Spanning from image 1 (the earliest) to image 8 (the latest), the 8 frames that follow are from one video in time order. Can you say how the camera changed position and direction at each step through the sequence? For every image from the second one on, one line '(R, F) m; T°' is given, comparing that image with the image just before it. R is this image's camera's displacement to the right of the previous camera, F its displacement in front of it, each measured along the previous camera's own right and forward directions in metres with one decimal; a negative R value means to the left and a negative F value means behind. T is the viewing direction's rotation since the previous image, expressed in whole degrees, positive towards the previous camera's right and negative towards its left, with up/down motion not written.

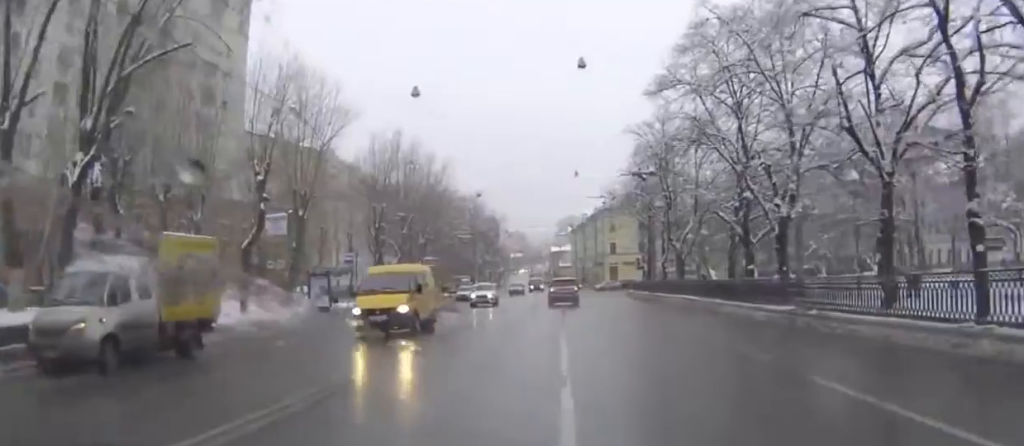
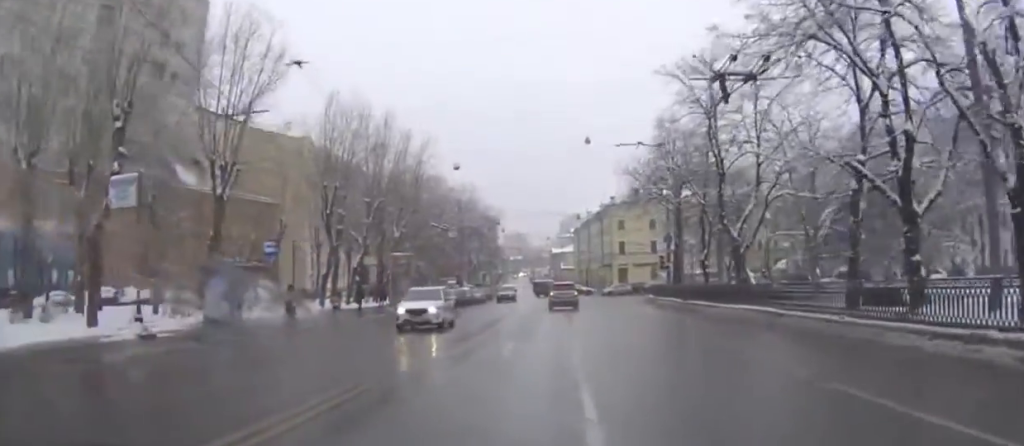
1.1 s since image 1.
(0.0, +14.8) m; 0°
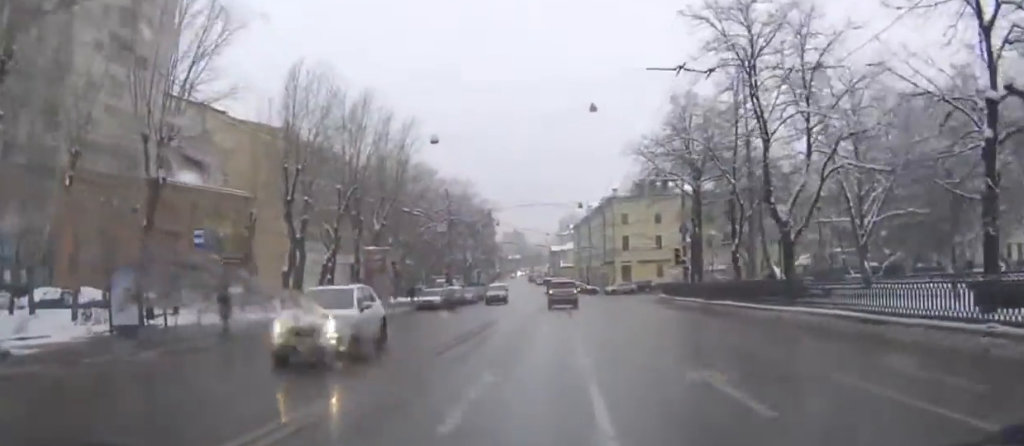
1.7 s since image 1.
(0.0, +7.6) m; 0°
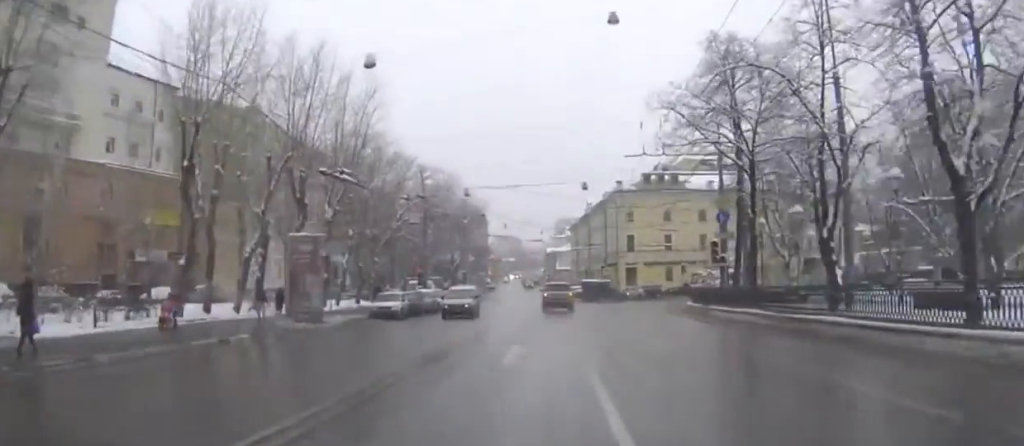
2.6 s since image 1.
(0.0, +12.7) m; 0°
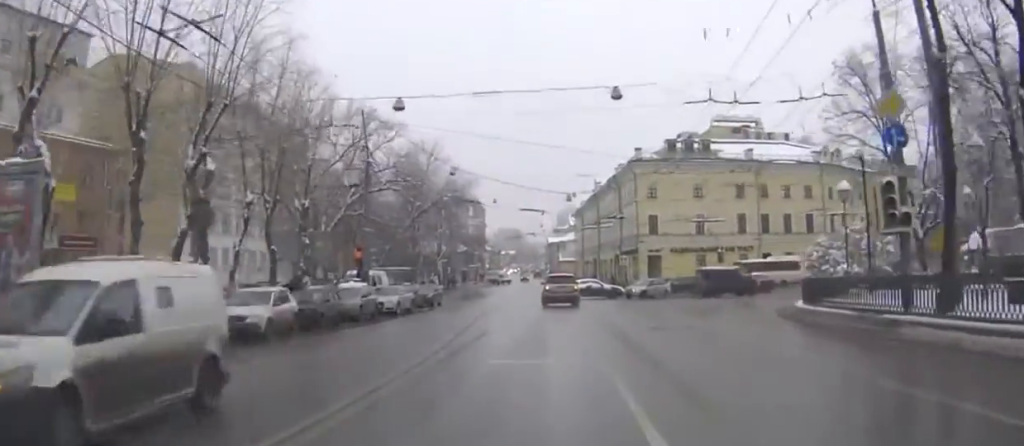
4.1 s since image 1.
(+0.1, +19.6) m; +1°
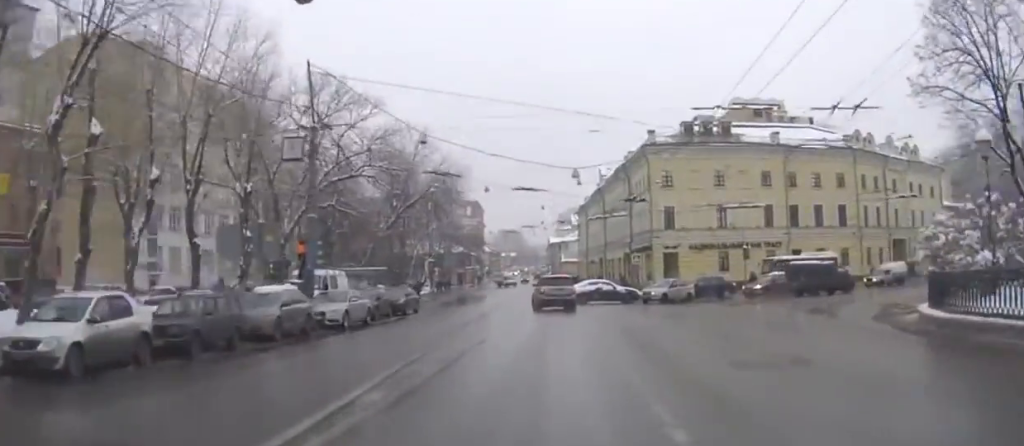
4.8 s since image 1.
(0.0, +9.2) m; 0°
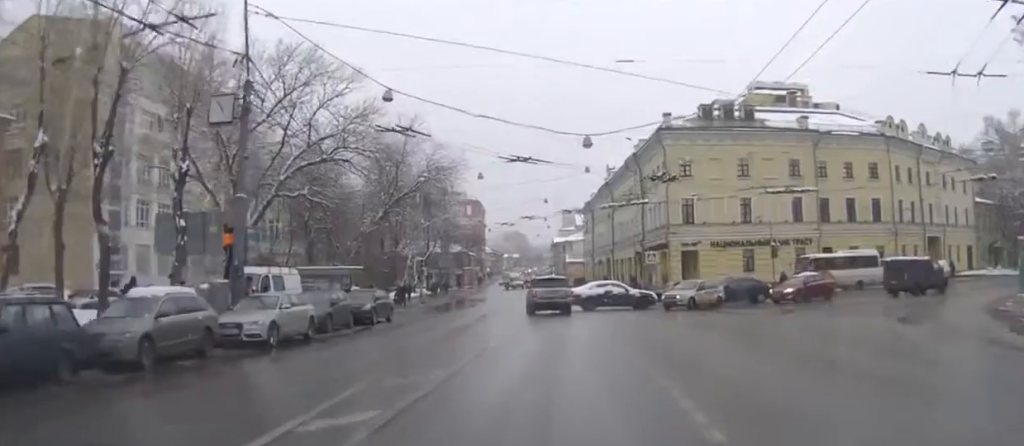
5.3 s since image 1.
(0.0, +7.1) m; -1°
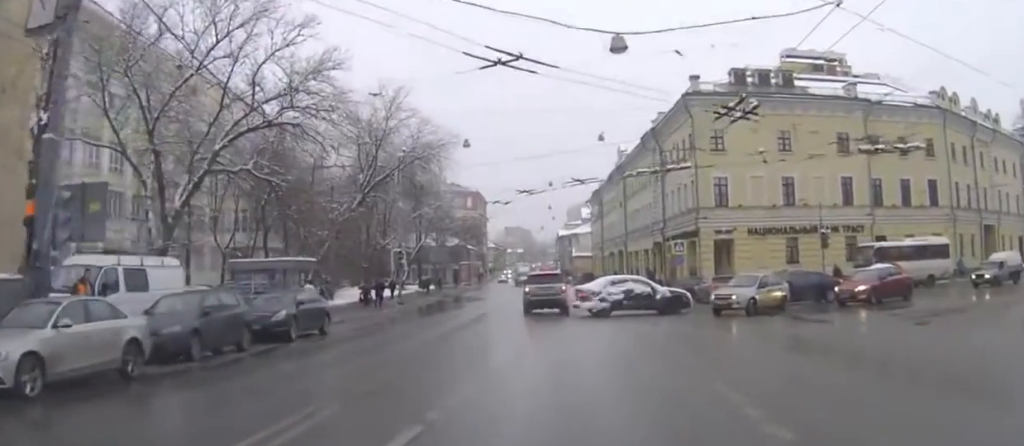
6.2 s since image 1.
(-0.1, +9.4) m; +1°
